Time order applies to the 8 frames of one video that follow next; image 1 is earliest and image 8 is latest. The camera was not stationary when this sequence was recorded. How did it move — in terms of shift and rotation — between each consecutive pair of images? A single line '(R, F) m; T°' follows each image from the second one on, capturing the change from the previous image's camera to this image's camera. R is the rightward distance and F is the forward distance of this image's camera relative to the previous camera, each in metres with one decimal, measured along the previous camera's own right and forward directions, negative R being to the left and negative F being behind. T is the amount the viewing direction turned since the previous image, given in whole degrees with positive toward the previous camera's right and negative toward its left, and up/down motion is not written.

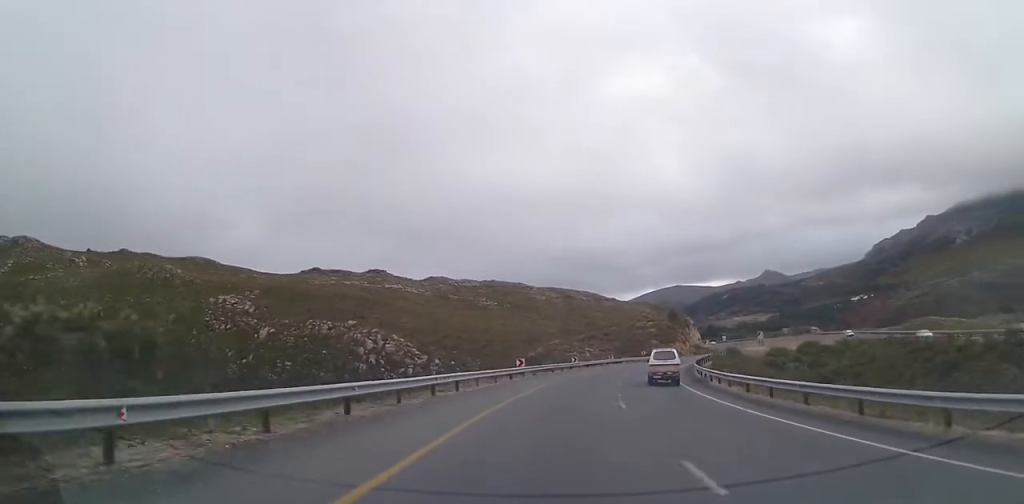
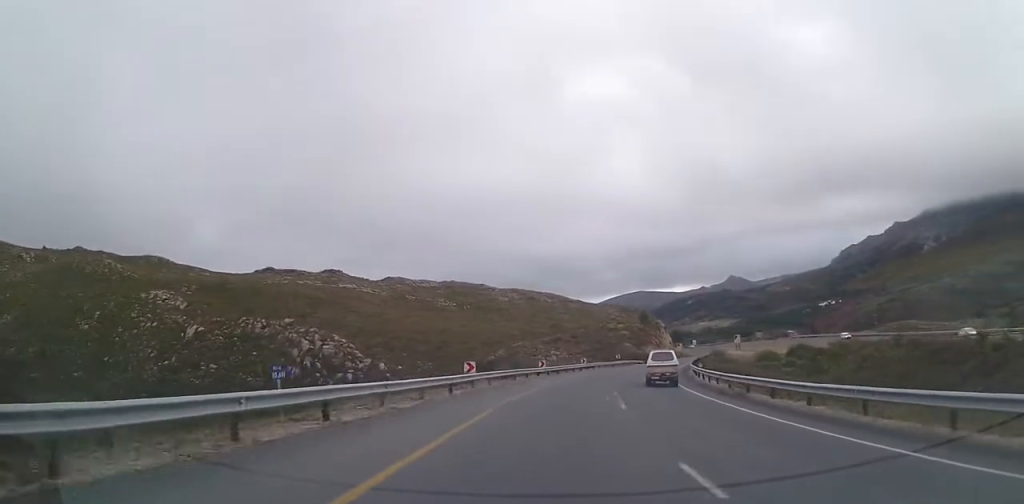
(+0.1, +12.2) m; +5°
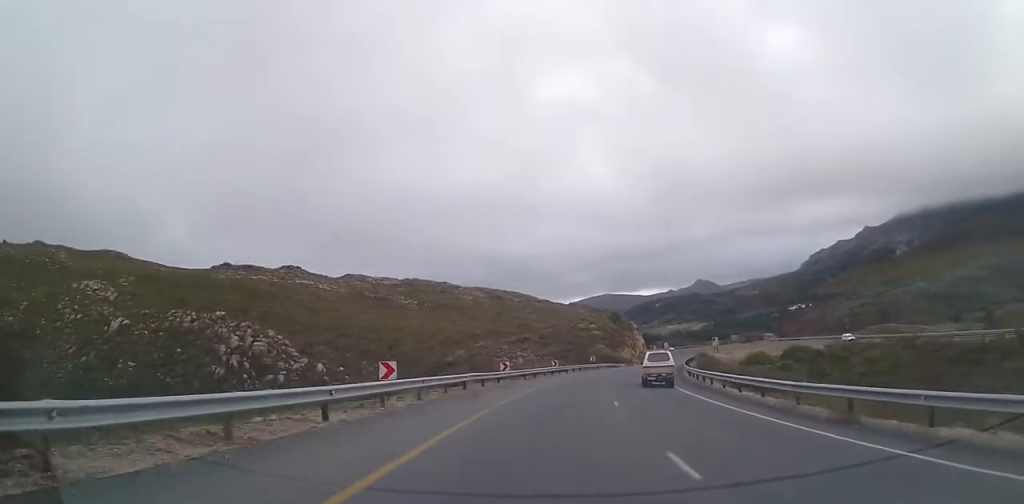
(+1.1, +10.9) m; +4°
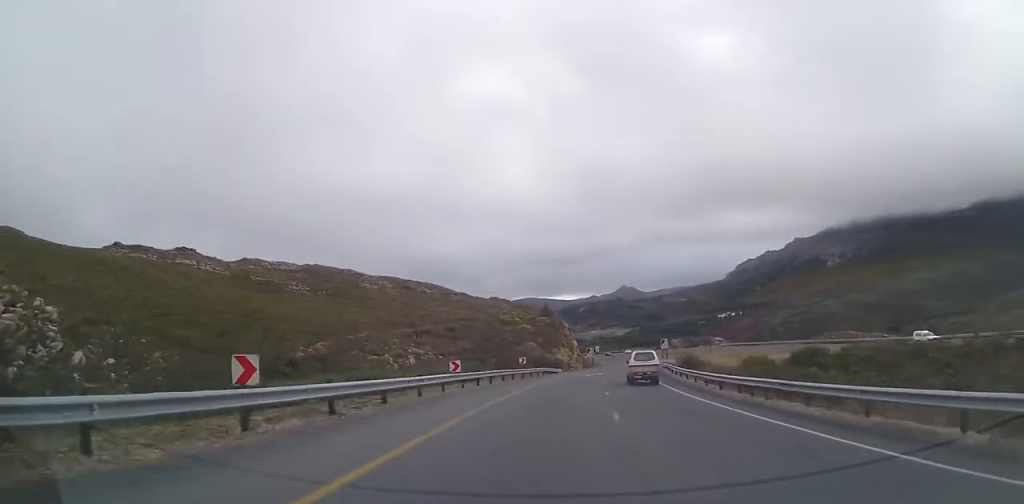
(+2.5, +28.7) m; +8°
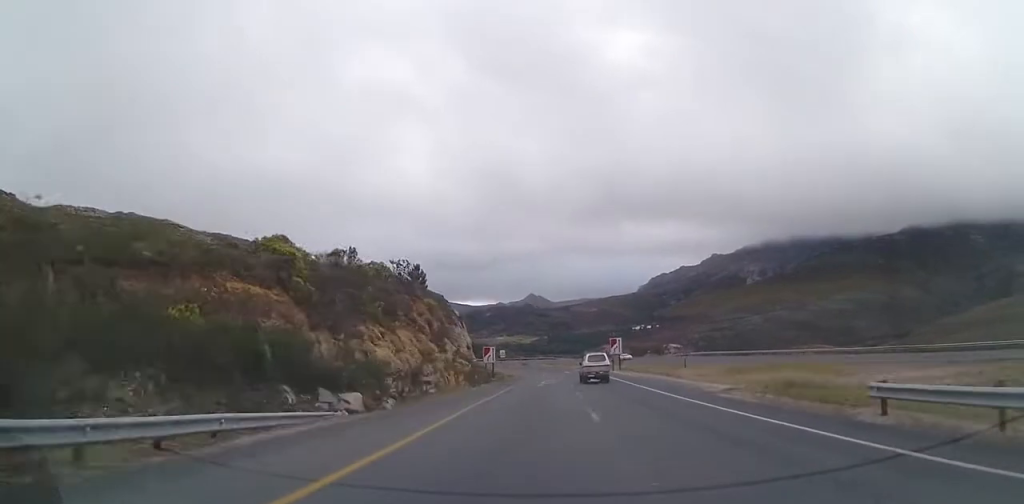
(+5.2, +59.4) m; +9°
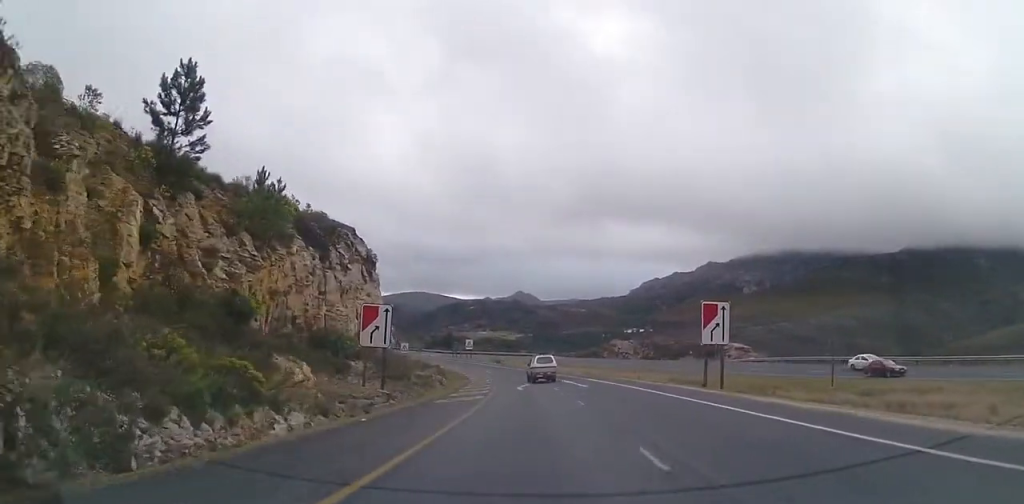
(+1.0, +53.6) m; 0°
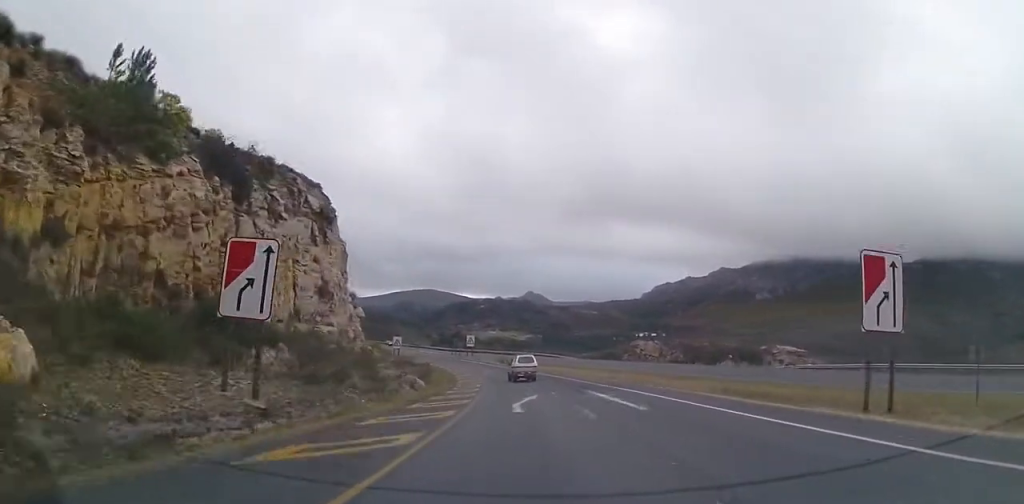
(0.0, +15.8) m; -1°
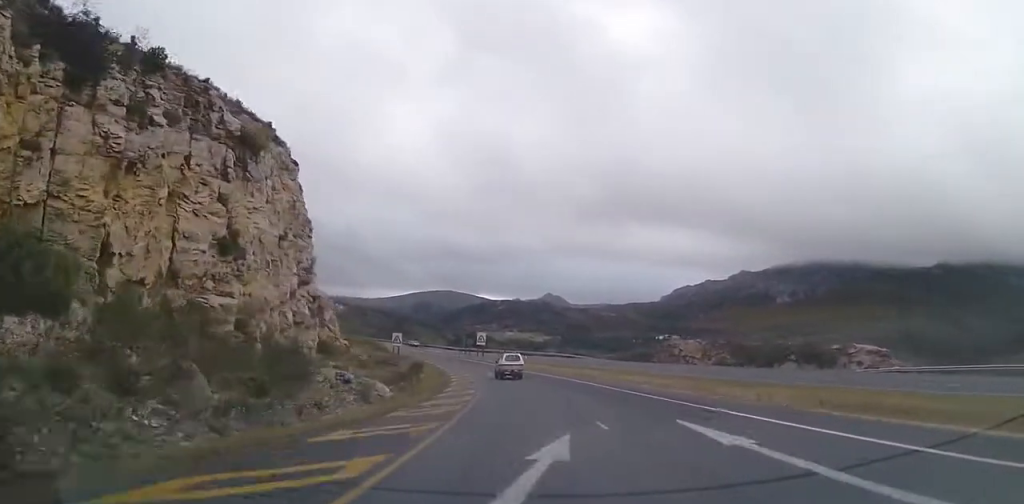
(+0.2, +15.0) m; -2°
